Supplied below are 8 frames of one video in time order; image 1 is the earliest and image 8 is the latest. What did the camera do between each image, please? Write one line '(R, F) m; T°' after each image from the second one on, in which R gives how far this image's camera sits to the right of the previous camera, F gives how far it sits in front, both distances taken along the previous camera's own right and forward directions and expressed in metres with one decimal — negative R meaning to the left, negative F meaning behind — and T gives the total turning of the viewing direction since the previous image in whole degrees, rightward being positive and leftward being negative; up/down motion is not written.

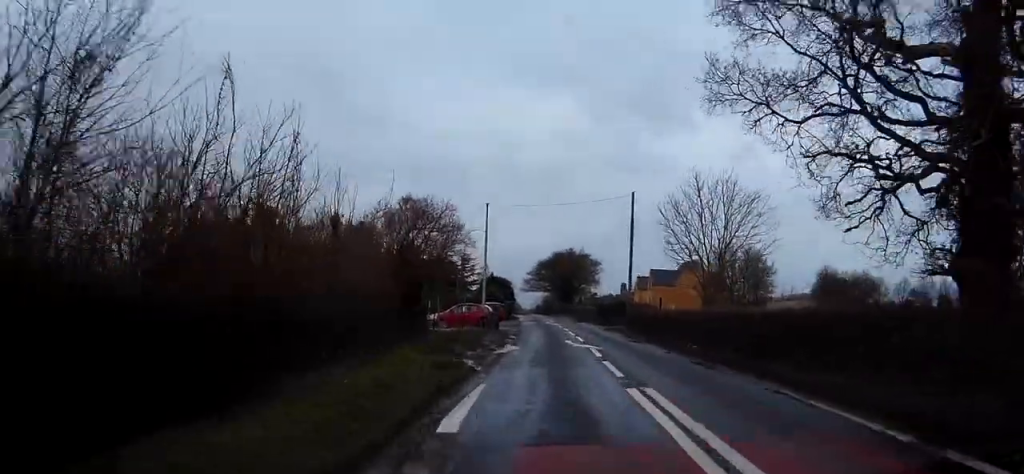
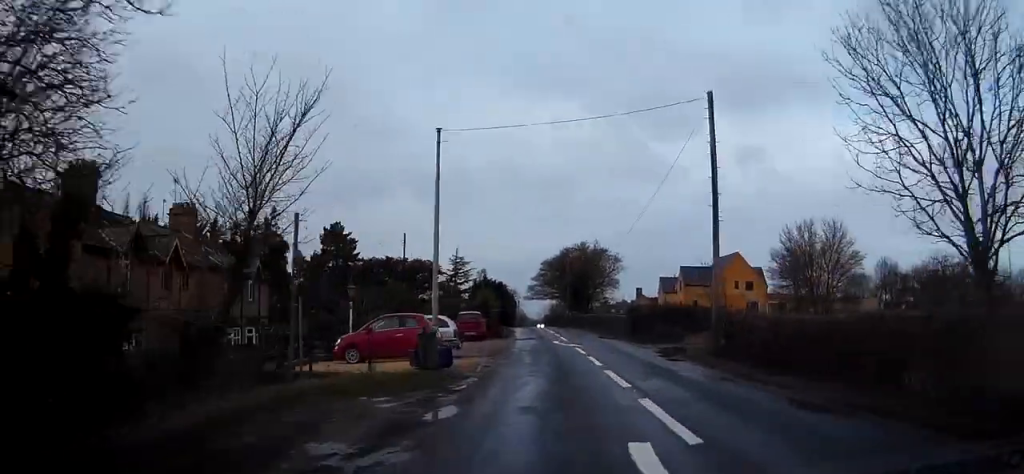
(-0.2, +21.6) m; -1°
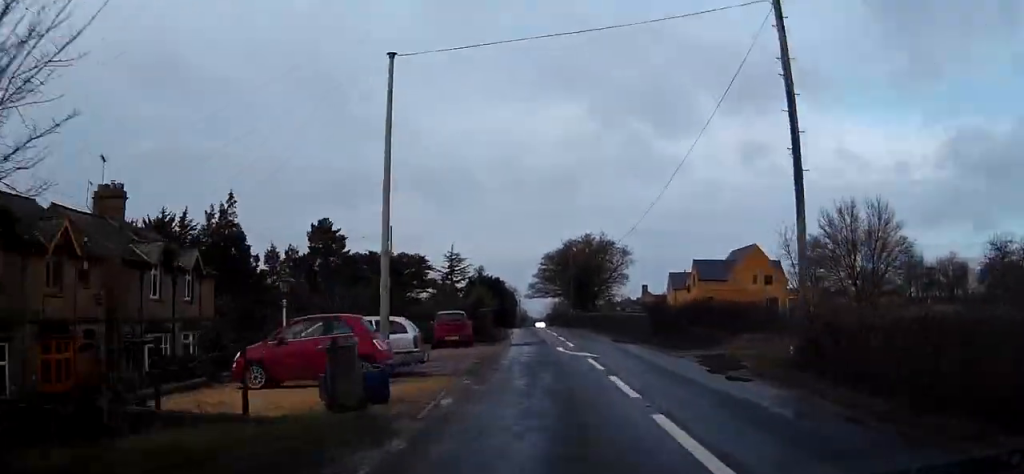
(-0.1, +7.7) m; -1°
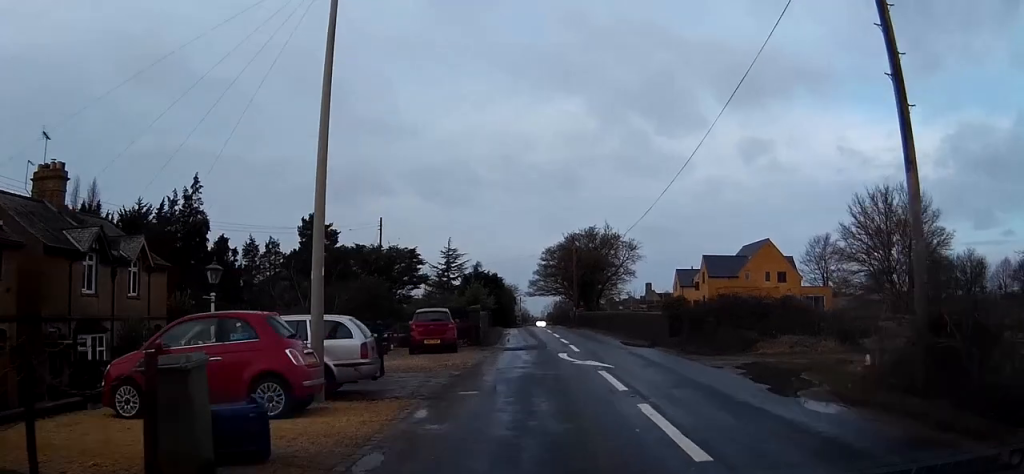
(-0.1, +5.0) m; -1°
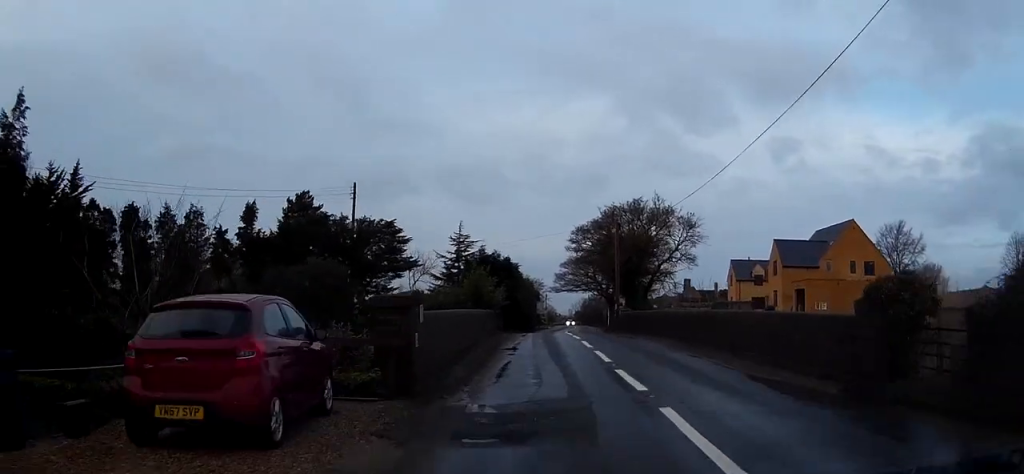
(-0.3, +18.2) m; -3°
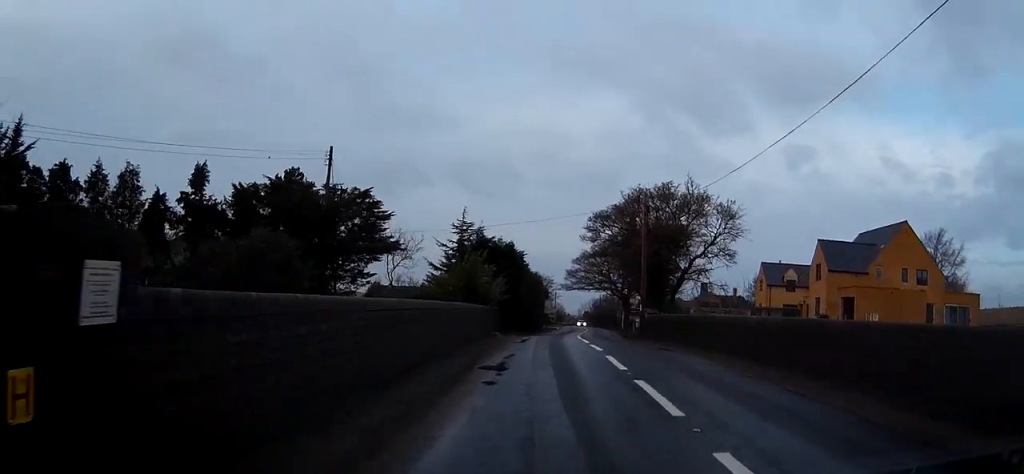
(-0.2, +9.0) m; -1°
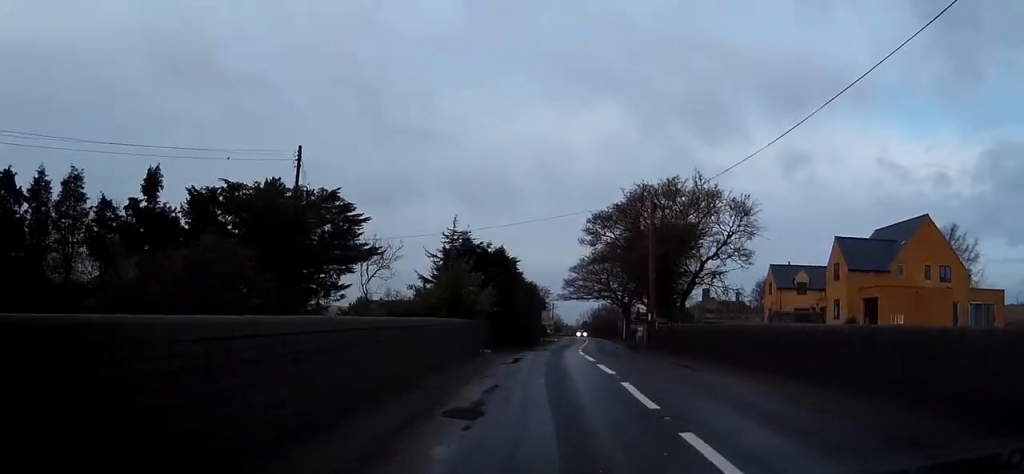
(0.0, +4.6) m; 0°
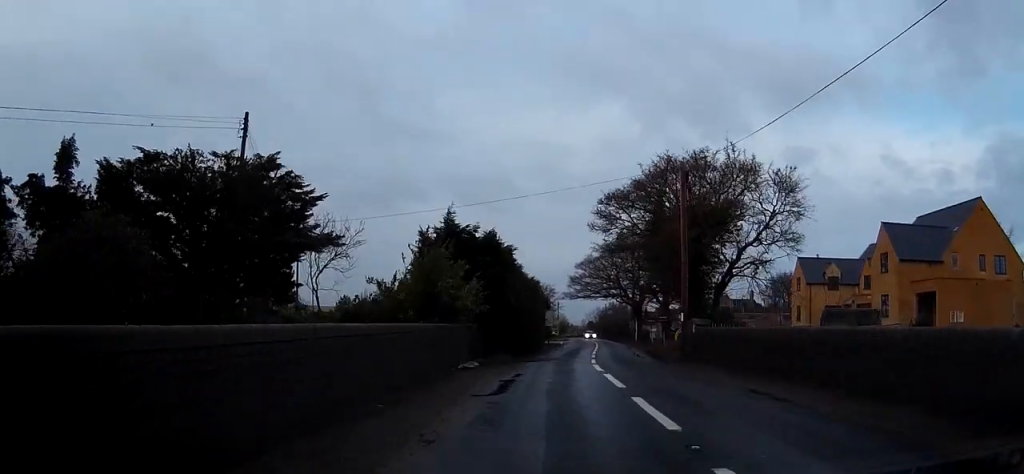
(0.0, +7.8) m; 0°
